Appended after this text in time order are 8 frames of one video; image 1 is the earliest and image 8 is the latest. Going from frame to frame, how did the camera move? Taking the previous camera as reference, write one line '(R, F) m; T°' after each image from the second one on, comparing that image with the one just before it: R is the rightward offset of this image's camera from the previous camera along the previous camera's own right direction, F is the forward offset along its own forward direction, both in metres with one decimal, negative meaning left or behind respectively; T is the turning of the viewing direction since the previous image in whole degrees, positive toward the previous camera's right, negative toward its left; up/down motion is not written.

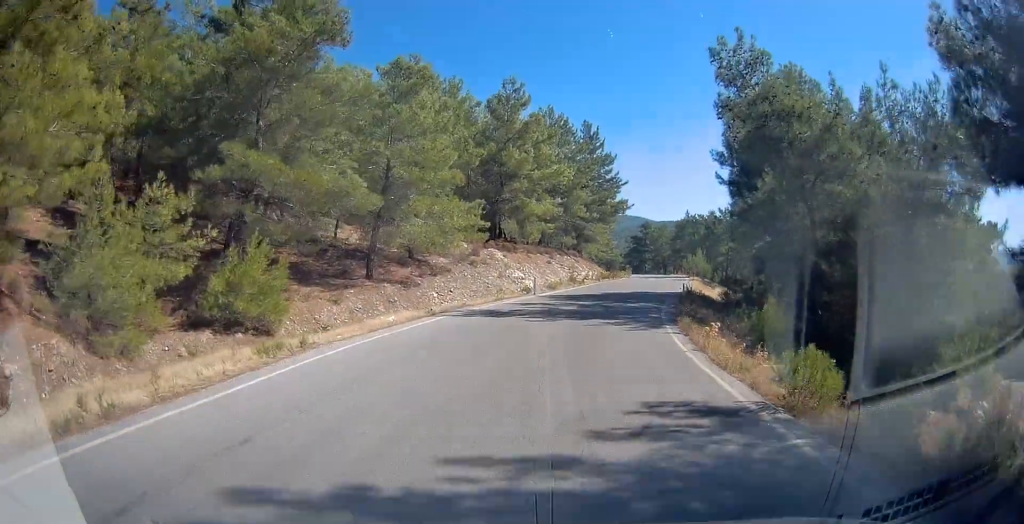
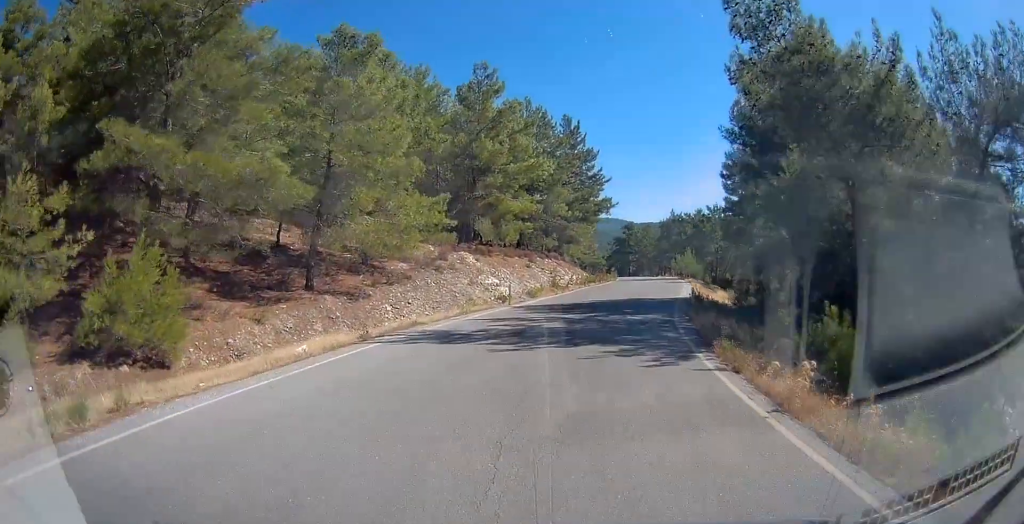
(+0.1, +5.1) m; +1°
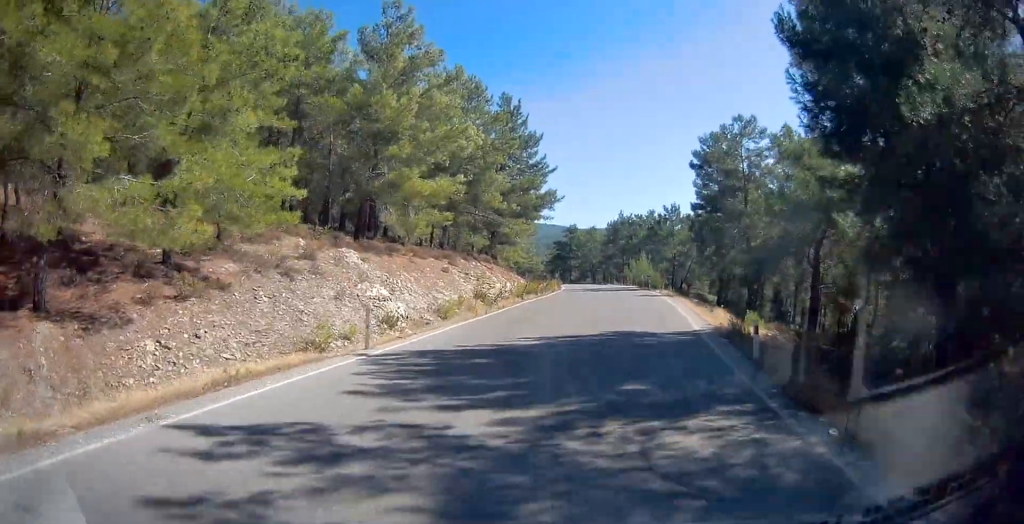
(+0.3, +11.8) m; +3°
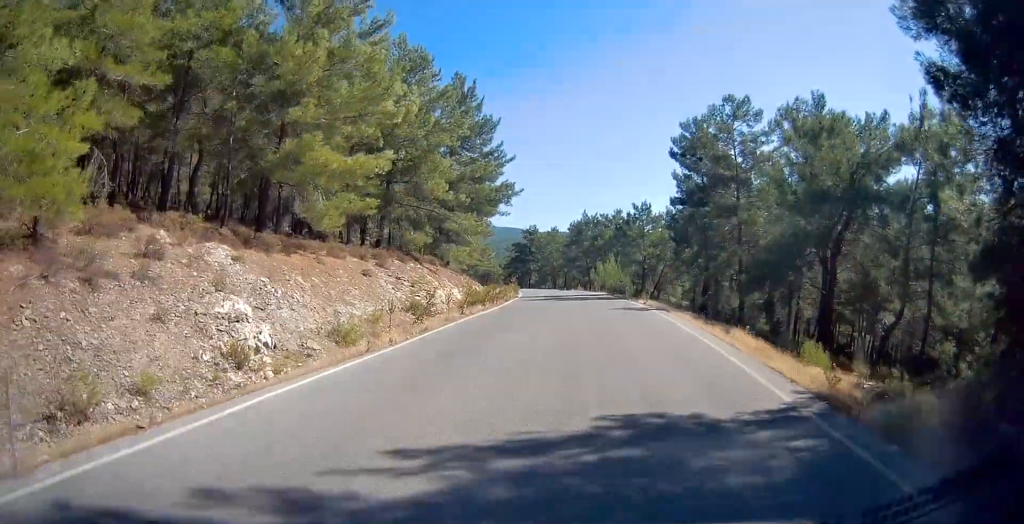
(+0.1, +7.9) m; +3°
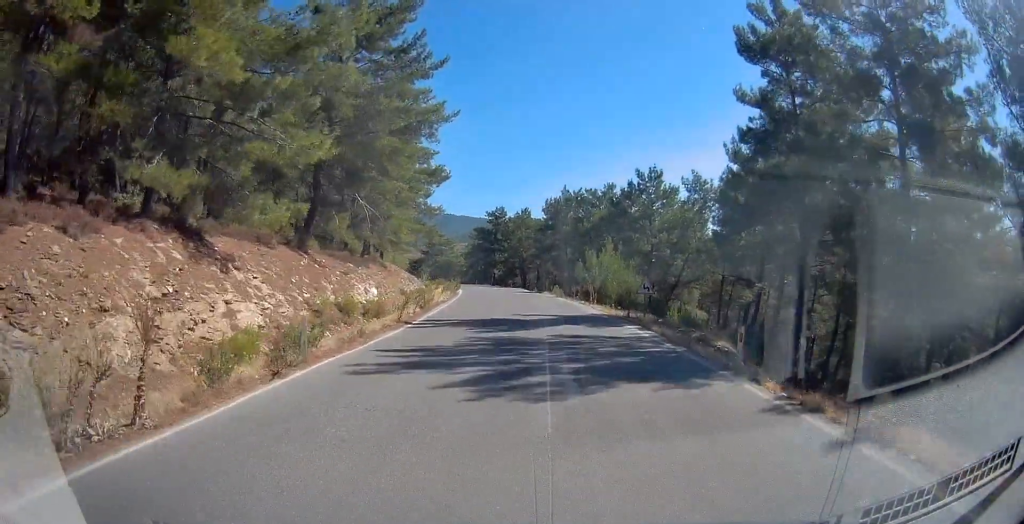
(+2.0, +25.0) m; +5°
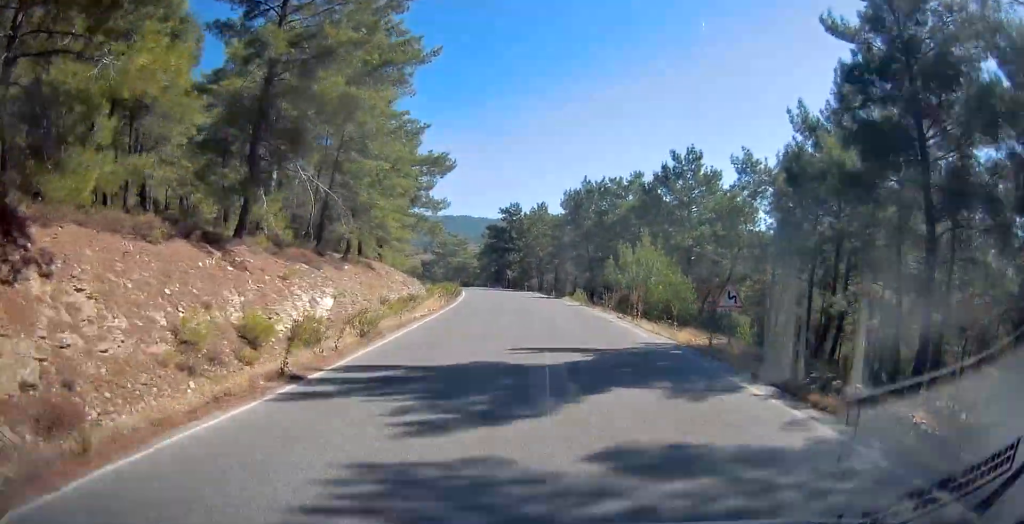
(-0.1, +9.1) m; -2°
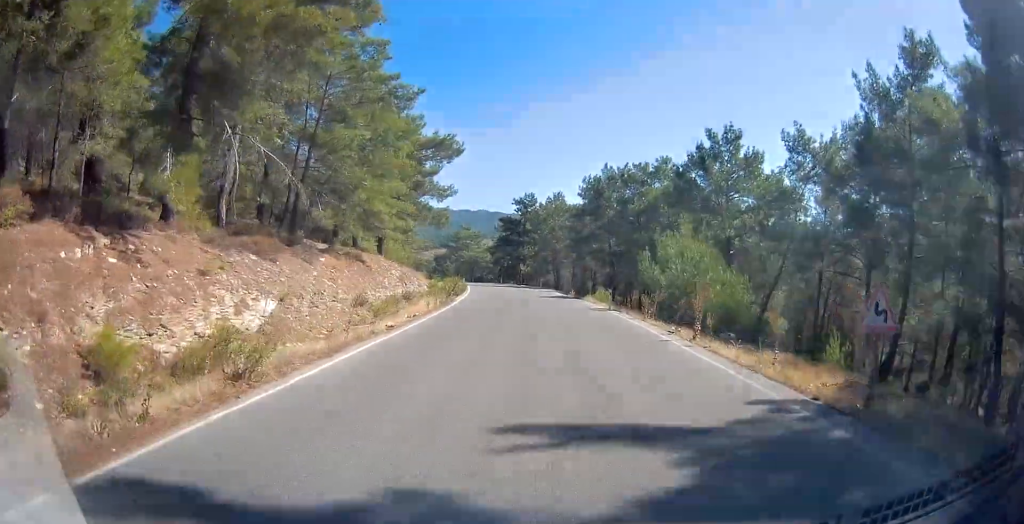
(-0.1, +6.3) m; -1°
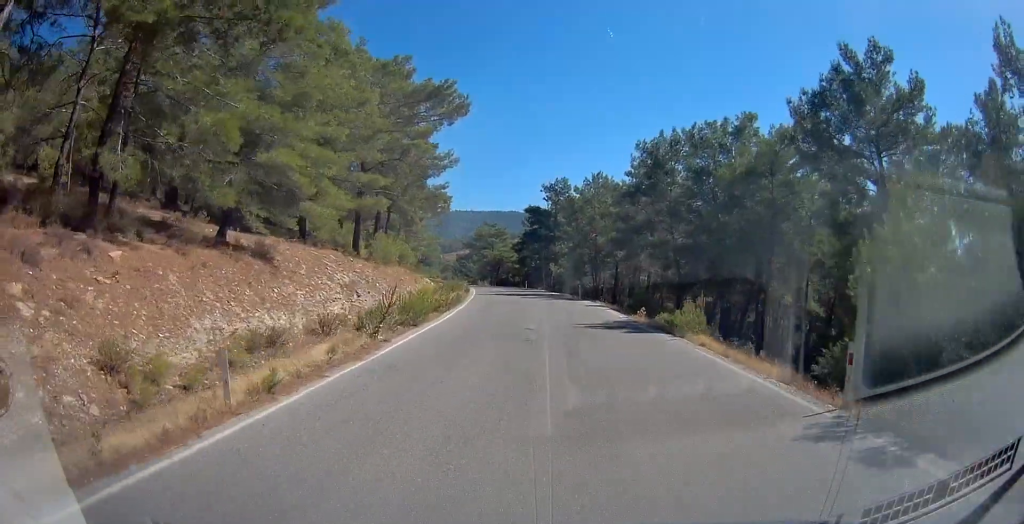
(-0.5, +17.4) m; -4°
